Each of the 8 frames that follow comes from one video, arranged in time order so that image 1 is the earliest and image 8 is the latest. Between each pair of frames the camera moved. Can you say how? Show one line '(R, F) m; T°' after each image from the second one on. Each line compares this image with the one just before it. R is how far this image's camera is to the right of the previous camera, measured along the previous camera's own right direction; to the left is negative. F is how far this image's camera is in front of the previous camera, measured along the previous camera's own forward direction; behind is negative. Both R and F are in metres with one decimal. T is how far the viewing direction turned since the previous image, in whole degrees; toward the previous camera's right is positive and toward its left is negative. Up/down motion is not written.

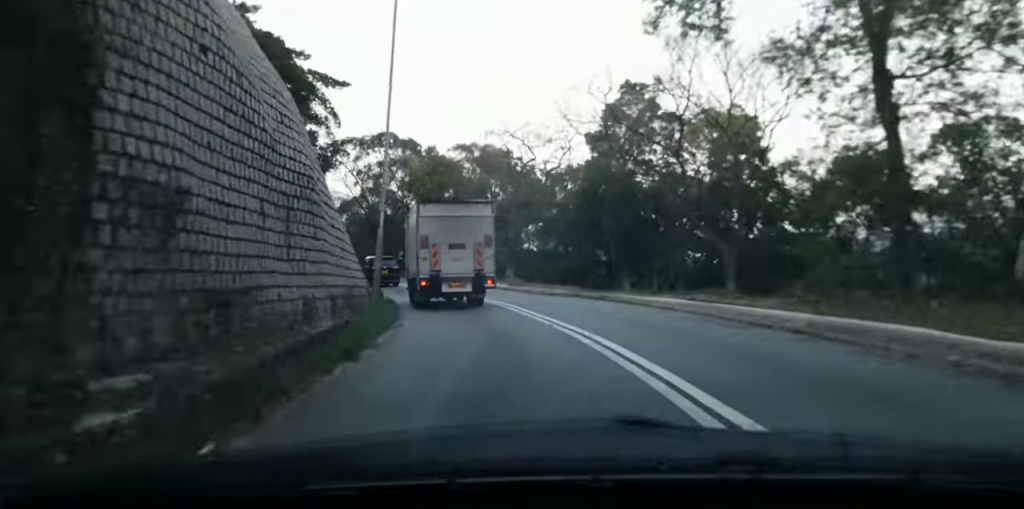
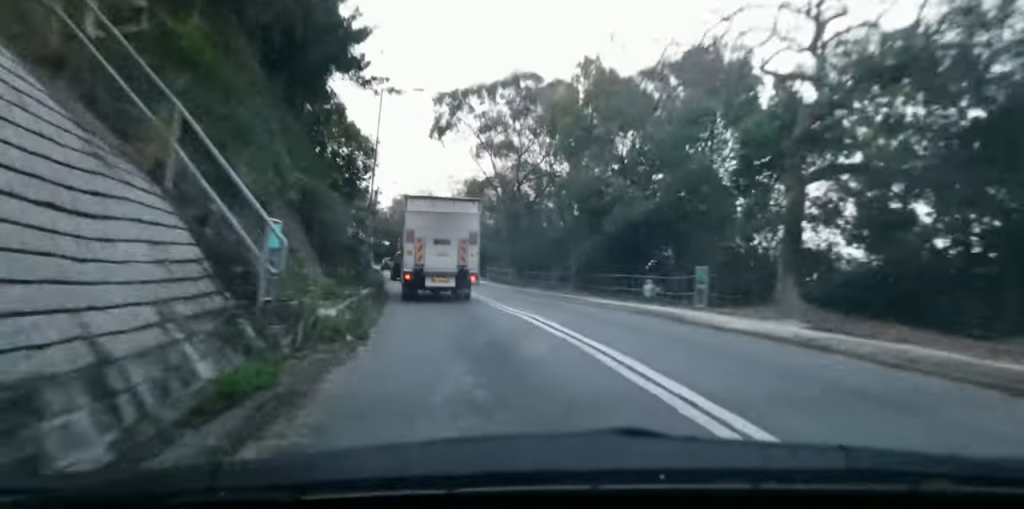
(-3.9, +28.4) m; -12°
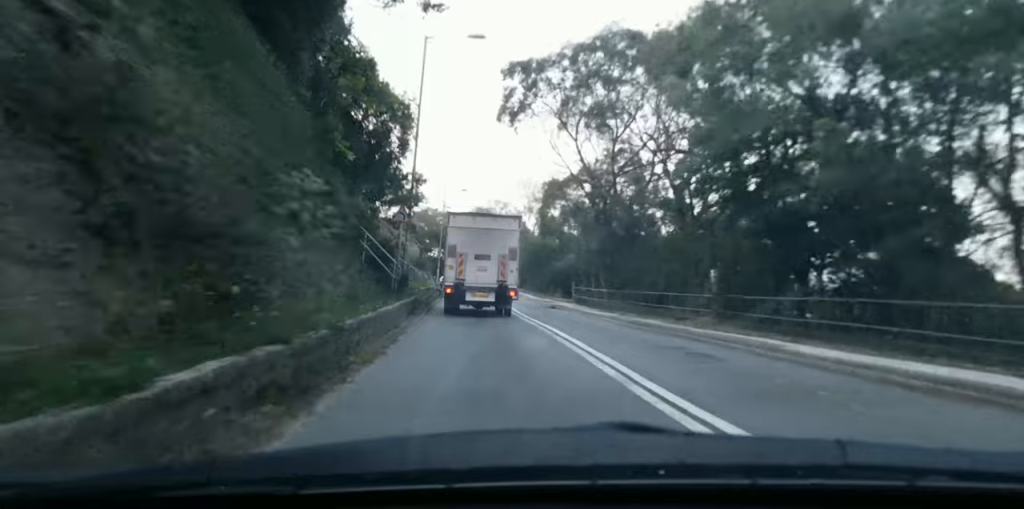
(-0.1, +12.8) m; 0°
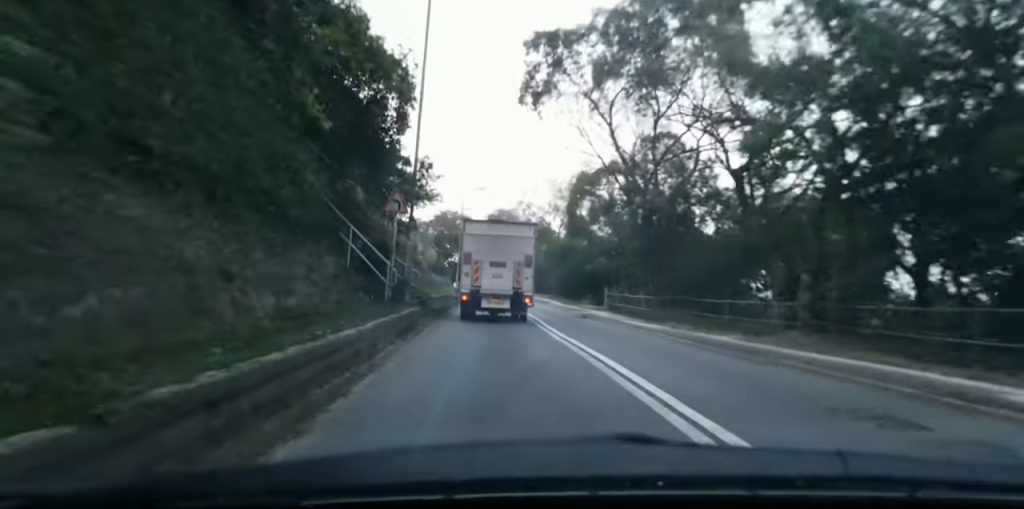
(0.0, +5.6) m; 0°
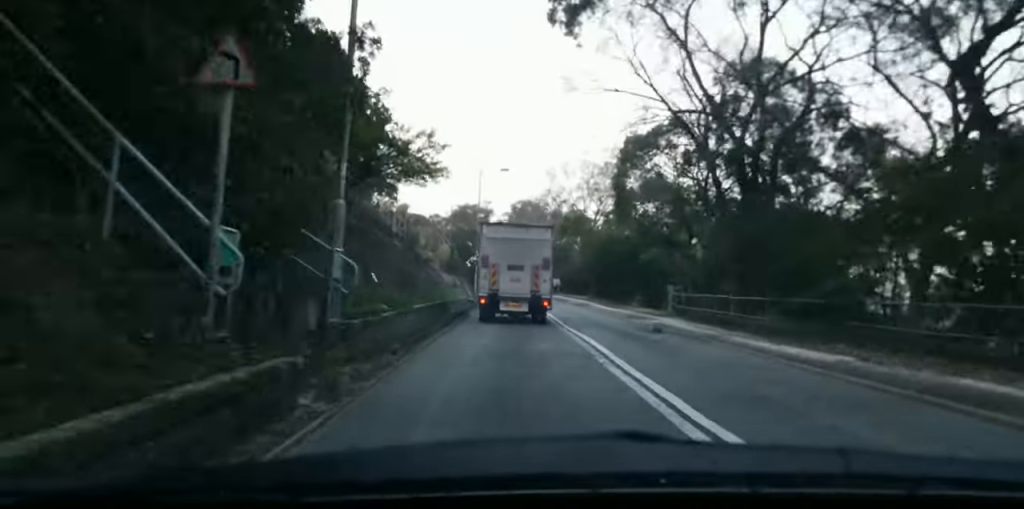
(0.0, +11.8) m; -3°
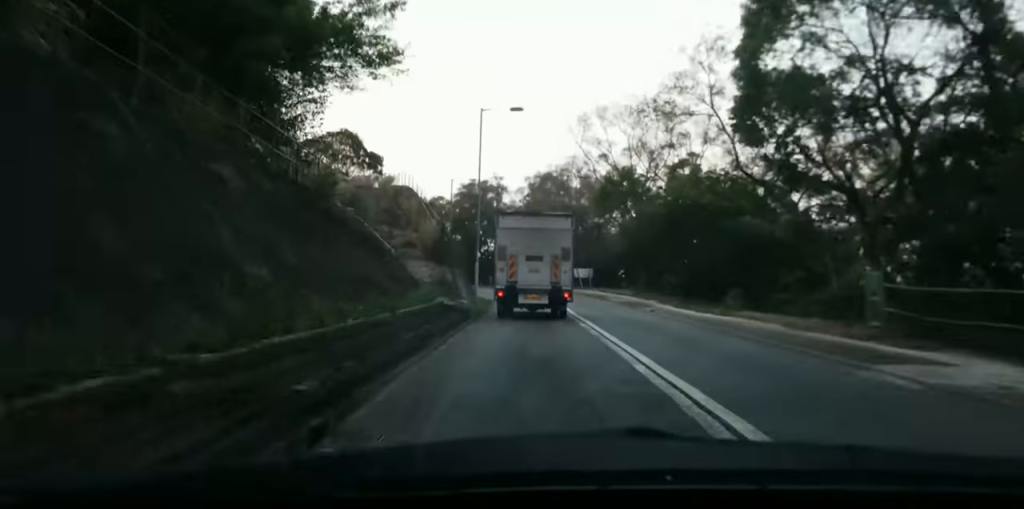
(-1.2, +19.0) m; -6°
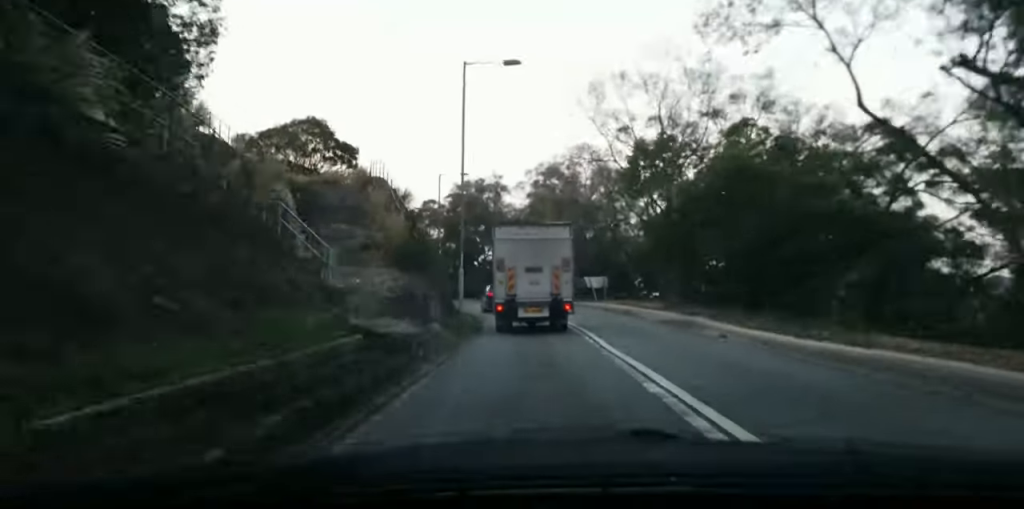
(+0.1, +10.3) m; -3°
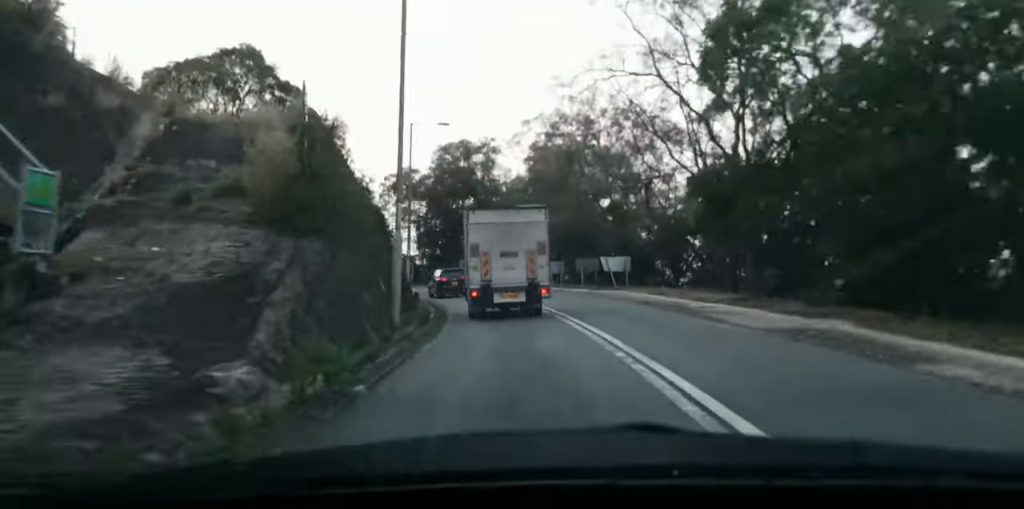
(-0.9, +13.8) m; -4°
